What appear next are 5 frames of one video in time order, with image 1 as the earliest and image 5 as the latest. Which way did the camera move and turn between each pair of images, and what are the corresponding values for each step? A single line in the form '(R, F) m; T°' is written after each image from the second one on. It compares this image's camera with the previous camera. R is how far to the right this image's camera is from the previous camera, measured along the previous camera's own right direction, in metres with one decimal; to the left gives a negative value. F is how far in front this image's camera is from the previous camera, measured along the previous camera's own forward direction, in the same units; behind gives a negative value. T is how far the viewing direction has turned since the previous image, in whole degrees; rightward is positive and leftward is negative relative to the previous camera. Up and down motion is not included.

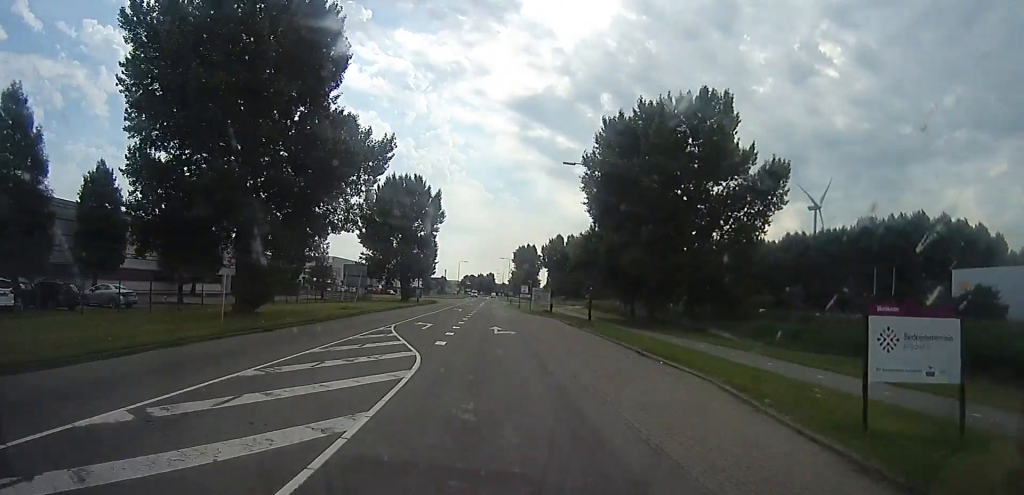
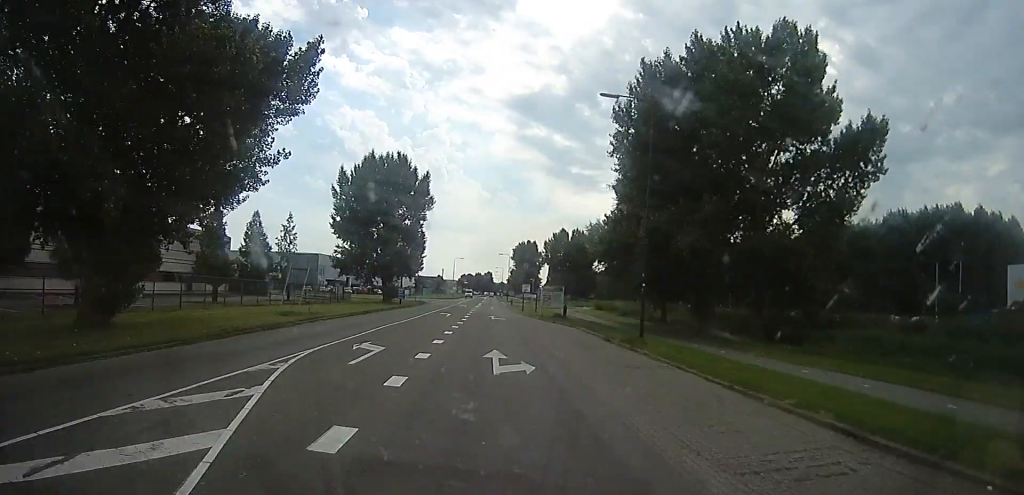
(-0.7, +11.6) m; -3°
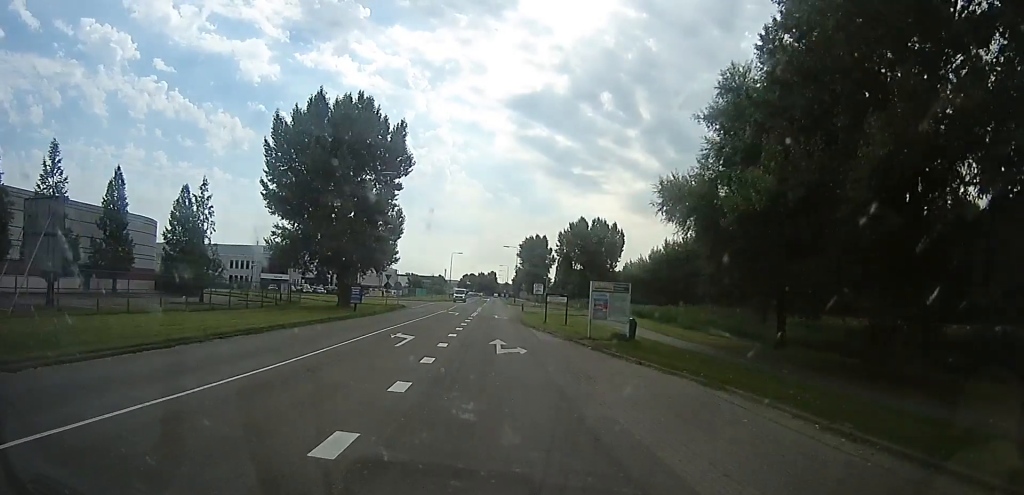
(+1.3, +19.5) m; +6°
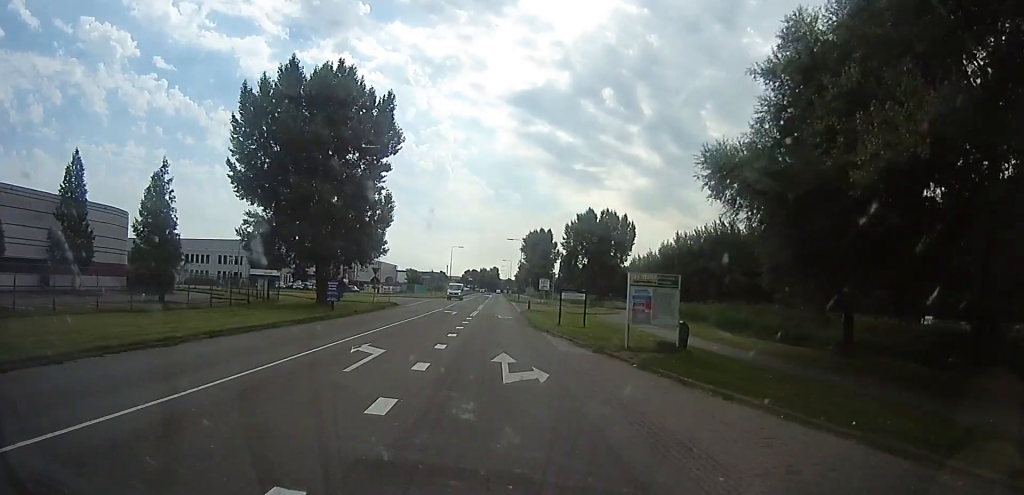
(0.0, +5.8) m; 0°
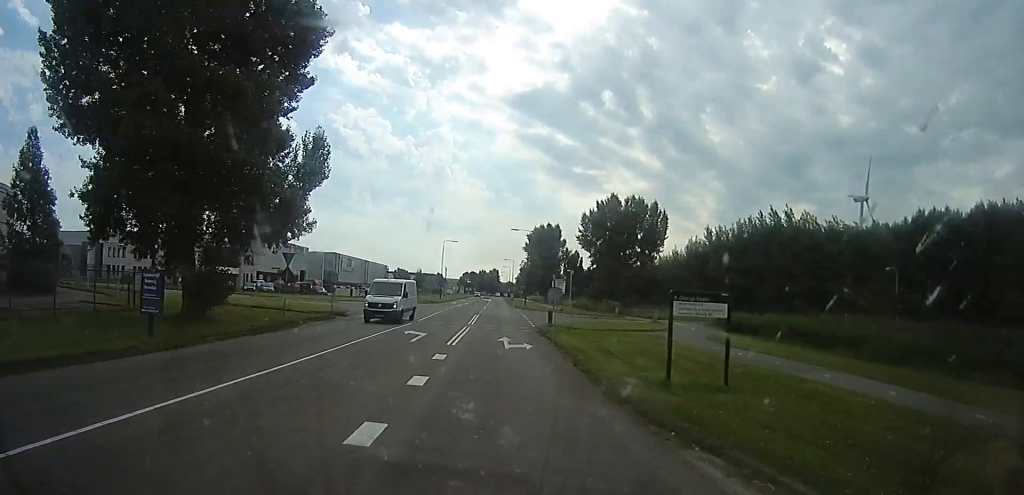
(0.0, +17.0) m; 0°
